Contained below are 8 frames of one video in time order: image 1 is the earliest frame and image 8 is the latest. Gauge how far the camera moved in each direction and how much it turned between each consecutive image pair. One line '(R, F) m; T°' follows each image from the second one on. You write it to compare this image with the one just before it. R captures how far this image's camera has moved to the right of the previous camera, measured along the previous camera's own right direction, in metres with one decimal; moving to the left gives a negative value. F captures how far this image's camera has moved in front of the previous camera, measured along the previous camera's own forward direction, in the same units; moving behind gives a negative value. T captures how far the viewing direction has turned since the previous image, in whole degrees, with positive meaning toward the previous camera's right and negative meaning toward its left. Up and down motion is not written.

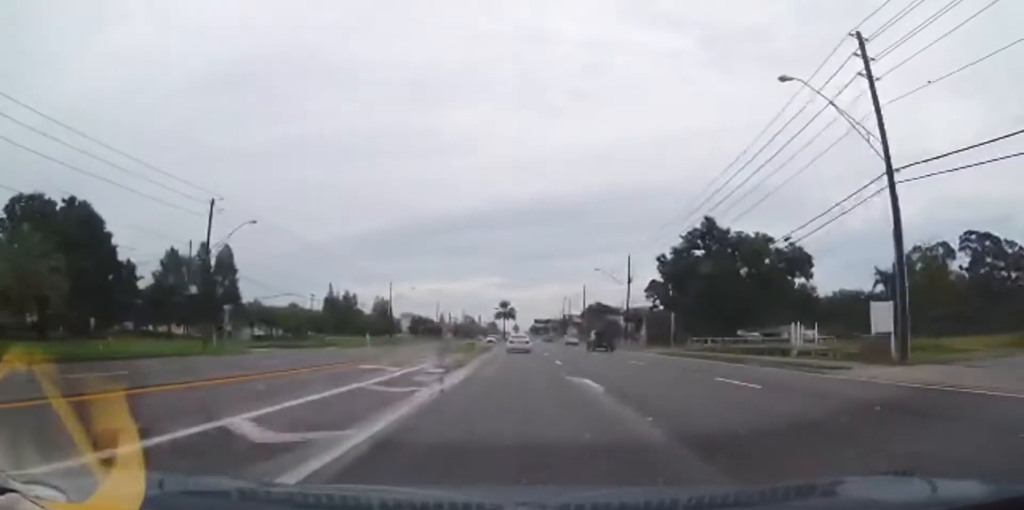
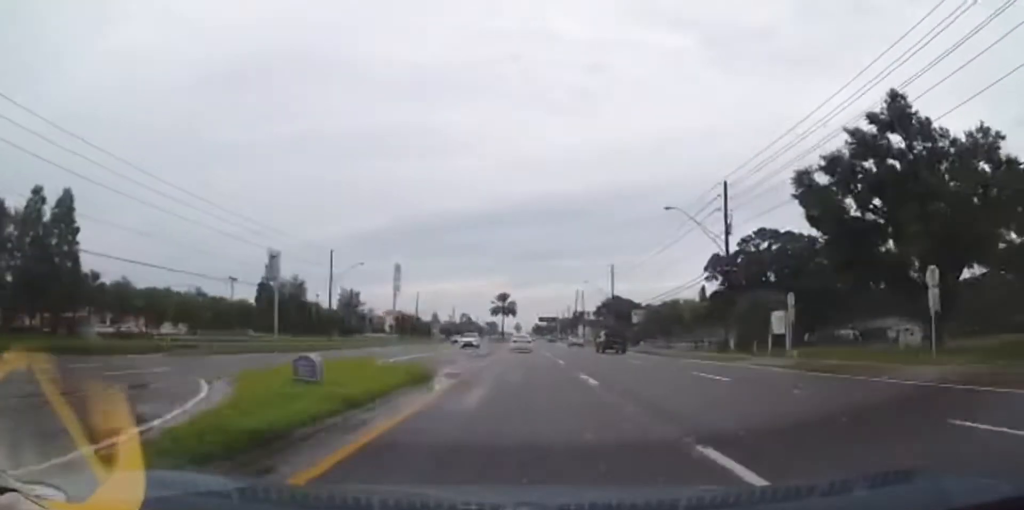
(-0.1, +35.0) m; +1°
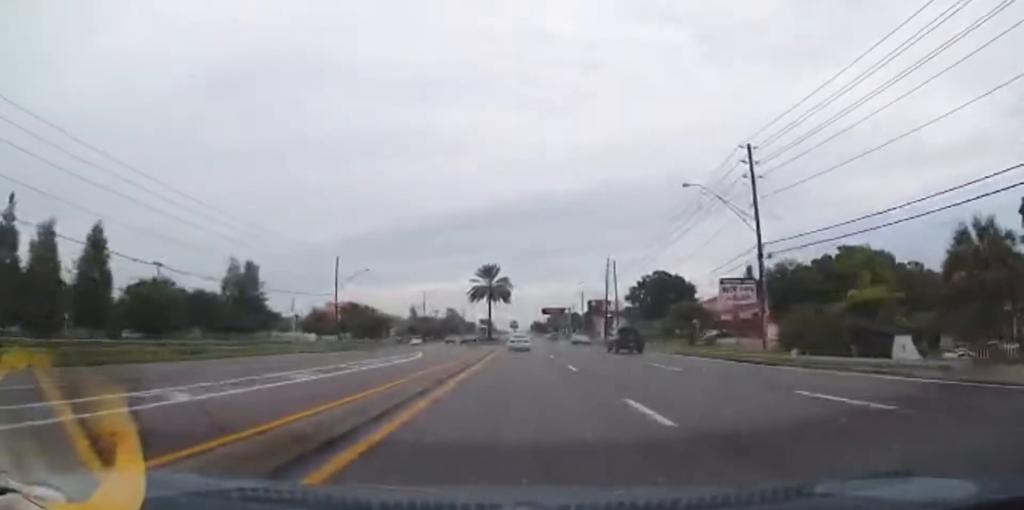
(+0.1, +55.7) m; -1°
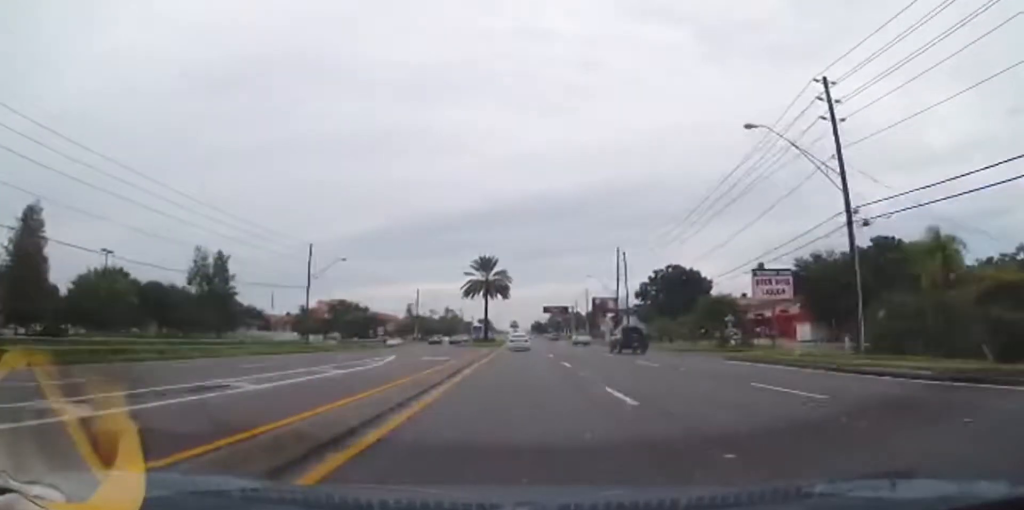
(0.0, +9.9) m; 0°
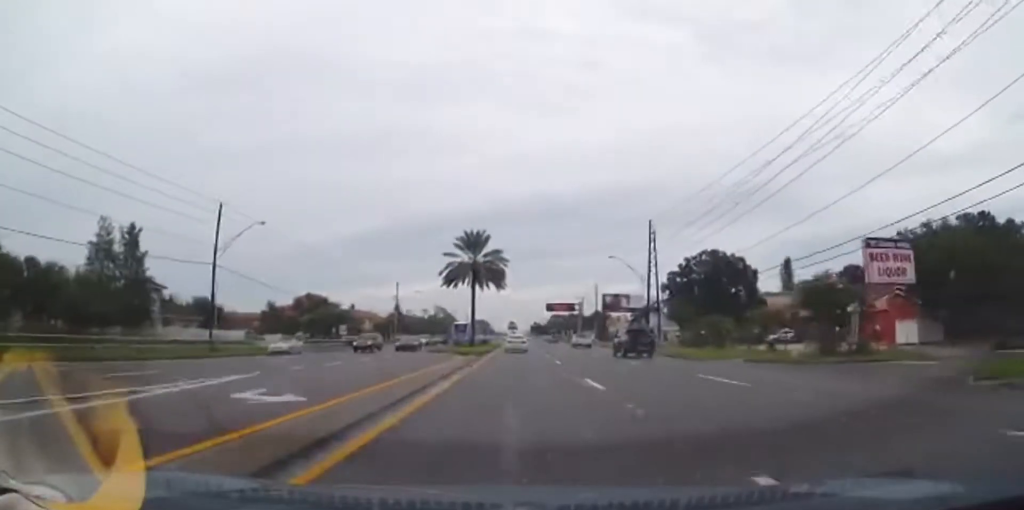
(0.0, +20.5) m; 0°
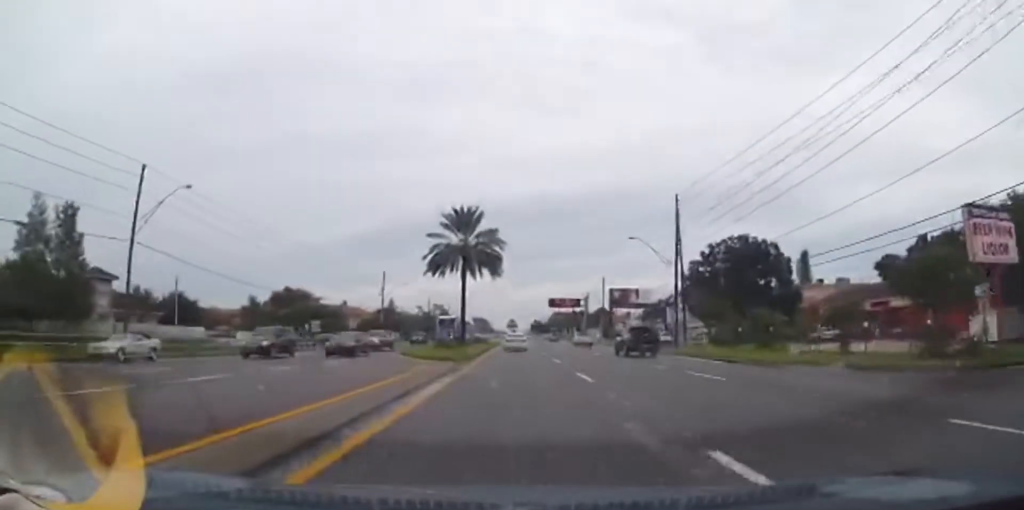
(0.0, +10.7) m; 0°
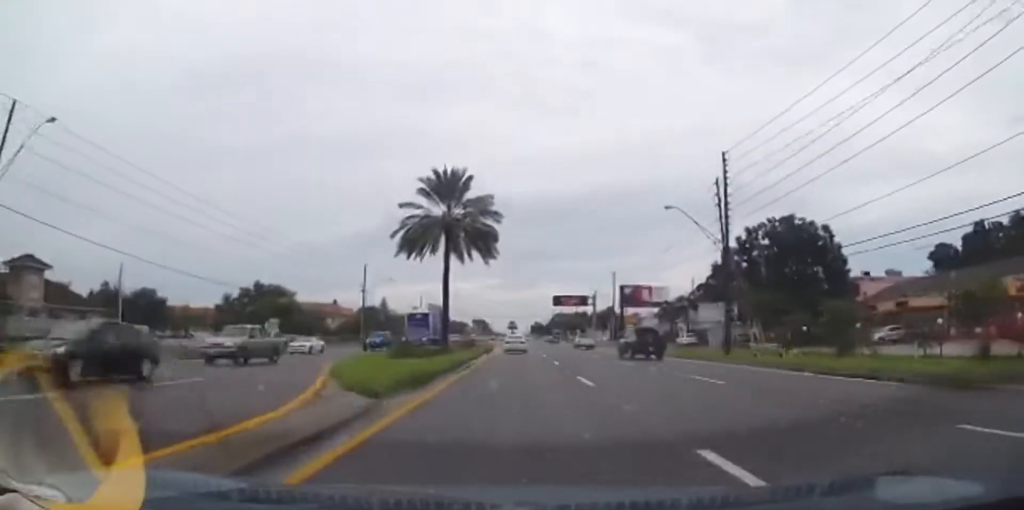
(0.0, +12.3) m; 0°
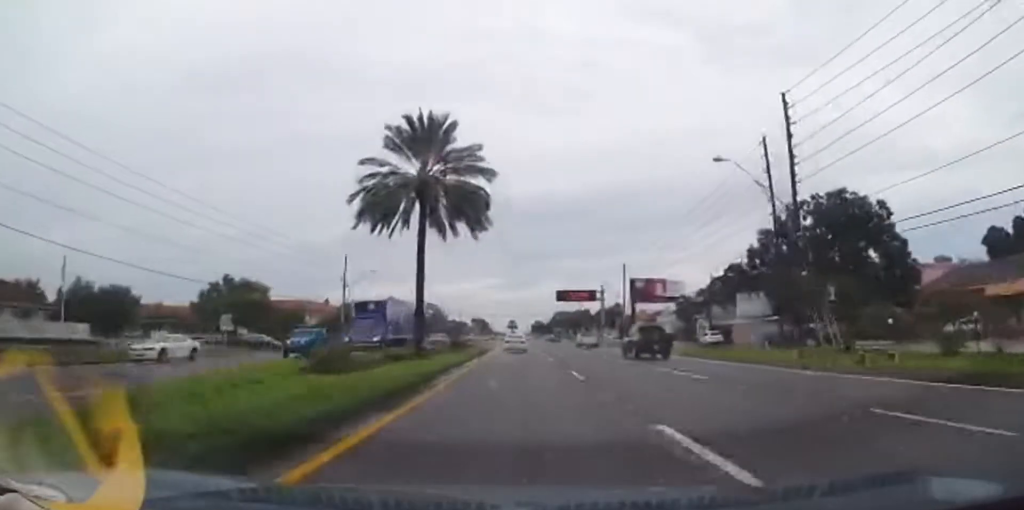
(0.0, +10.2) m; 0°
